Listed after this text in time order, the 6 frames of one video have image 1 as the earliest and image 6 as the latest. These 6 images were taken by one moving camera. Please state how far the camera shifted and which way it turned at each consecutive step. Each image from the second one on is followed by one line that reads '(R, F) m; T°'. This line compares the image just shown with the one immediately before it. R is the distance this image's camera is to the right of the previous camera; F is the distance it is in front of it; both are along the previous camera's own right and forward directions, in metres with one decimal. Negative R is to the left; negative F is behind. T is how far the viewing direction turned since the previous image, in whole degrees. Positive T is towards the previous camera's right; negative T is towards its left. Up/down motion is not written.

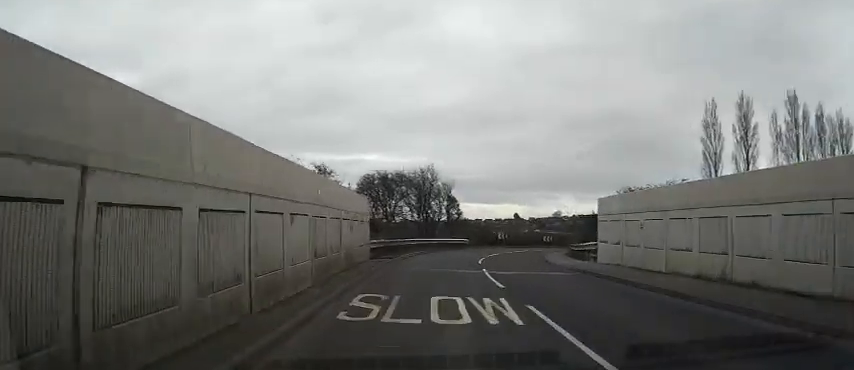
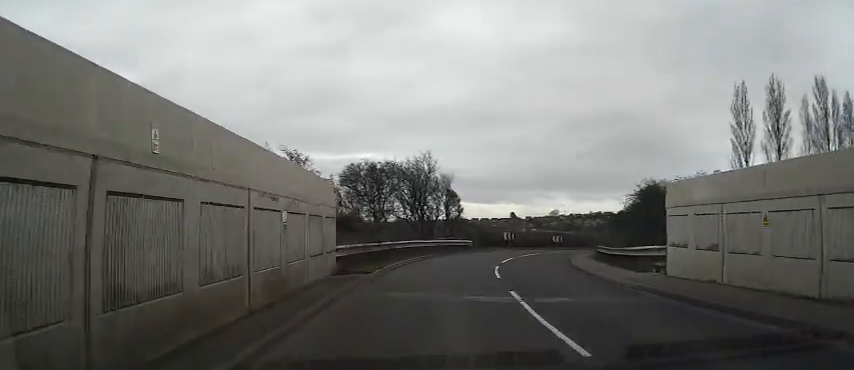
(+0.1, +6.4) m; +2°
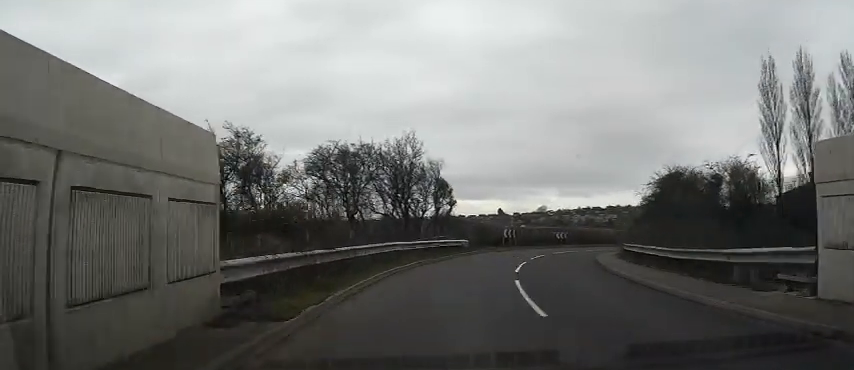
(0.0, +6.9) m; +2°
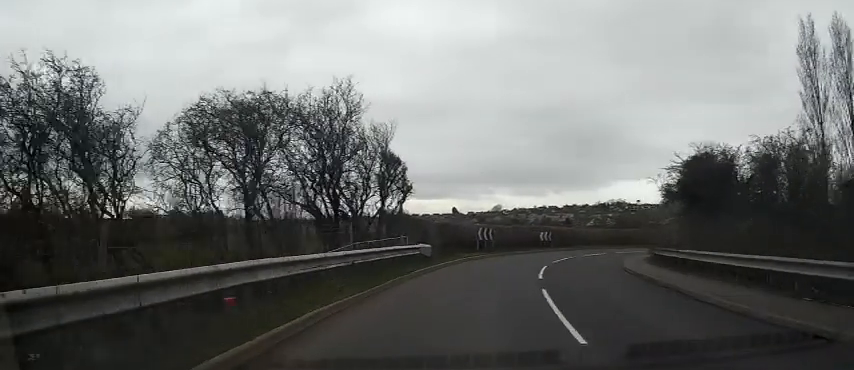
(+0.3, +10.7) m; +5°
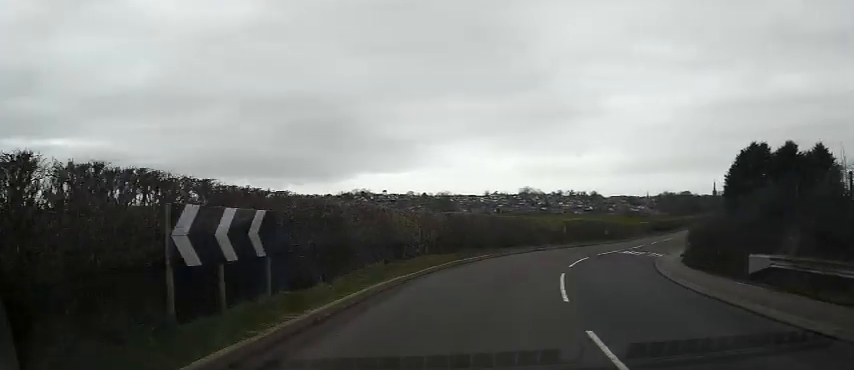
(+7.9, +31.5) m; +31°
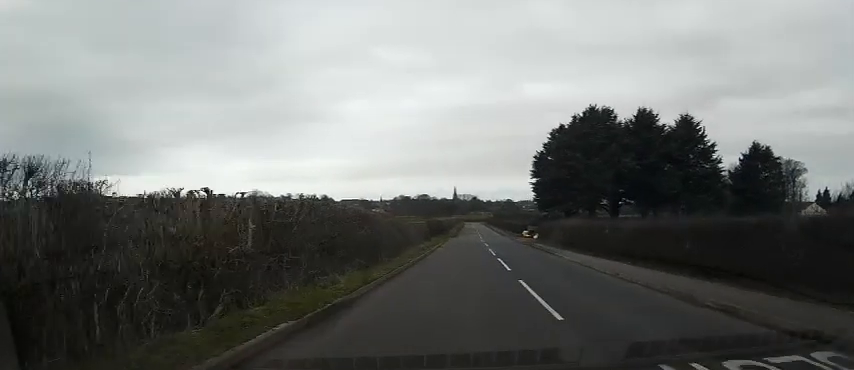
(+6.5, +27.6) m; +24°
